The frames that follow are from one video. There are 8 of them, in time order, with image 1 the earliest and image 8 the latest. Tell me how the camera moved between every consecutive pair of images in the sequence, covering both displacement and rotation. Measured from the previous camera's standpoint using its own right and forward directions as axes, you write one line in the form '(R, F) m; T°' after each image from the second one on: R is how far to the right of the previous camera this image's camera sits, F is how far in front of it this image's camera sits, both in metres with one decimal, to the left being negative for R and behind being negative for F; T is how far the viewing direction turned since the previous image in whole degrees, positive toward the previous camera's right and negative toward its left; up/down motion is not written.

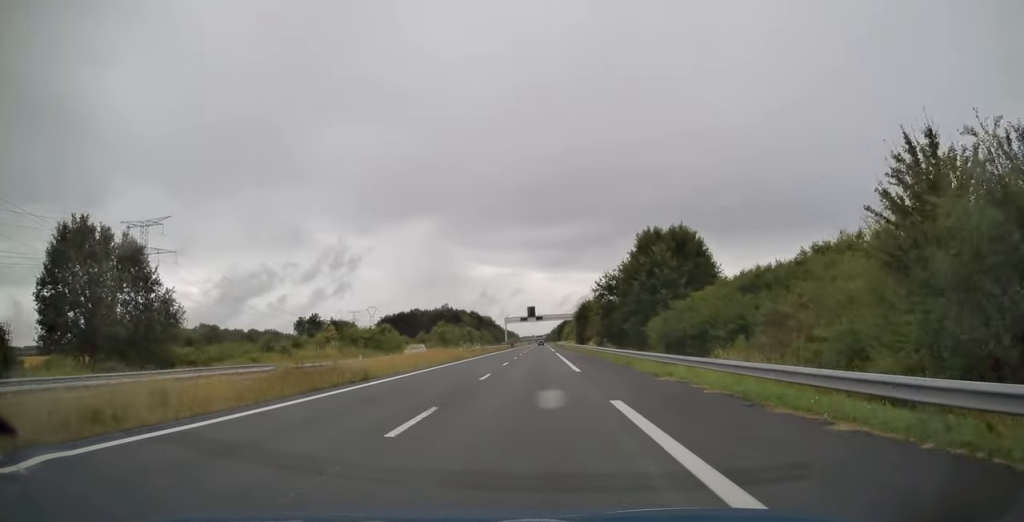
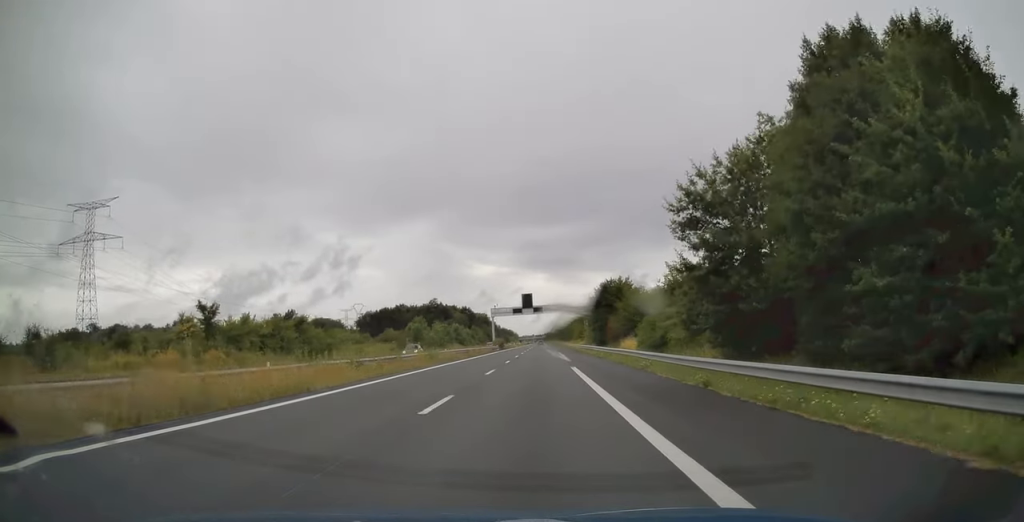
(-0.1, +36.1) m; 0°
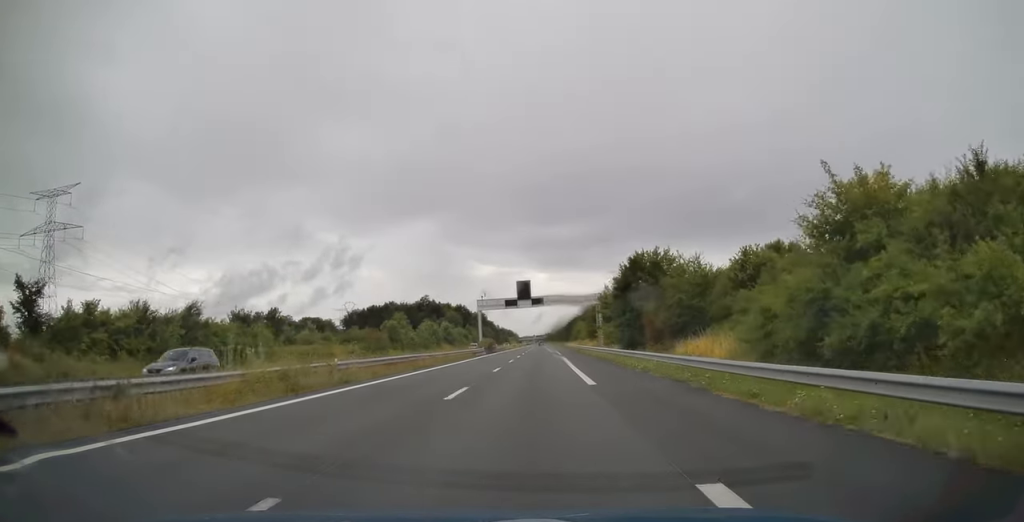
(0.0, +23.1) m; 0°
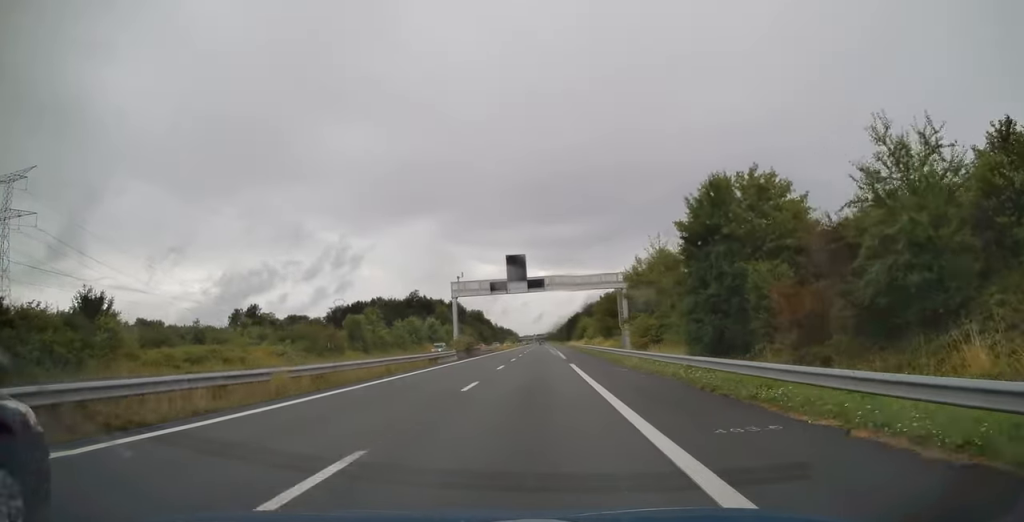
(+0.1, +23.7) m; 0°
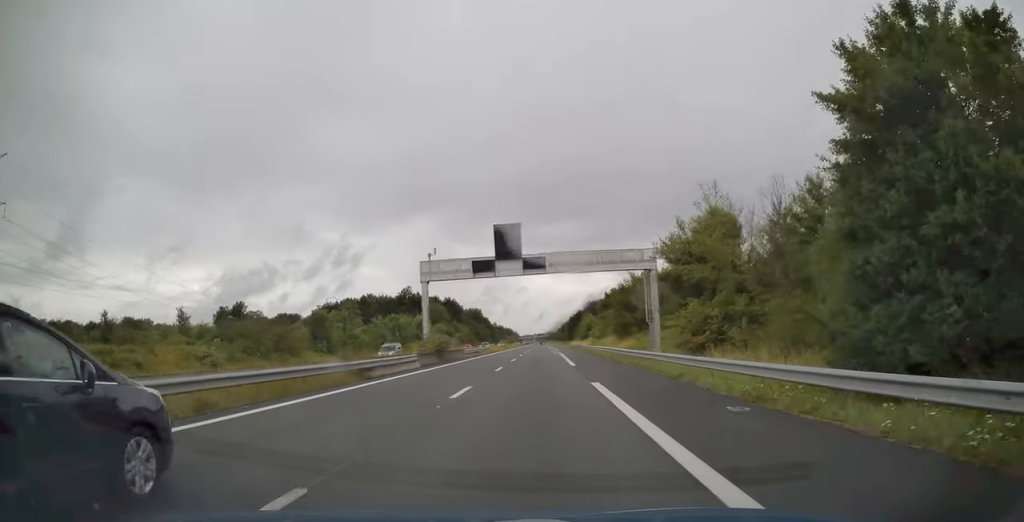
(0.0, +15.0) m; 0°
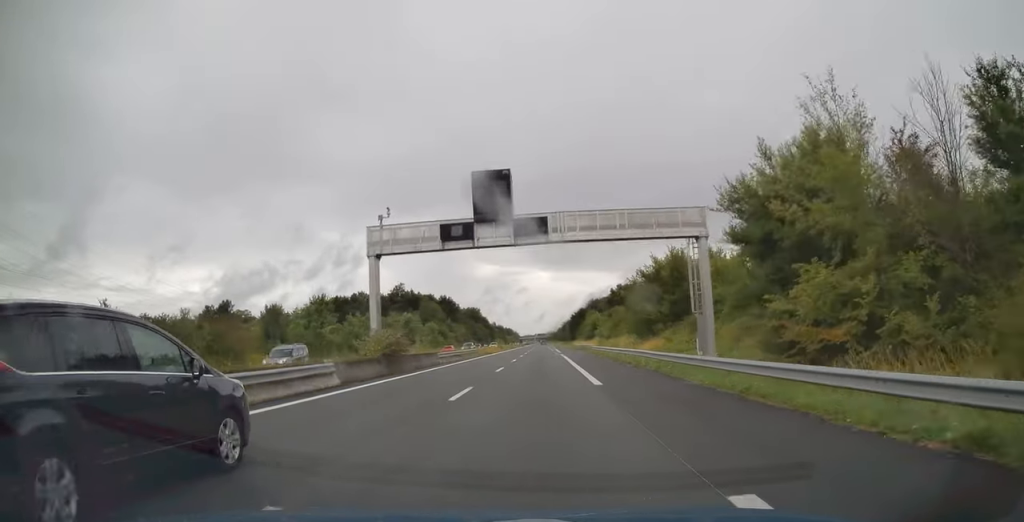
(0.0, +13.4) m; 0°
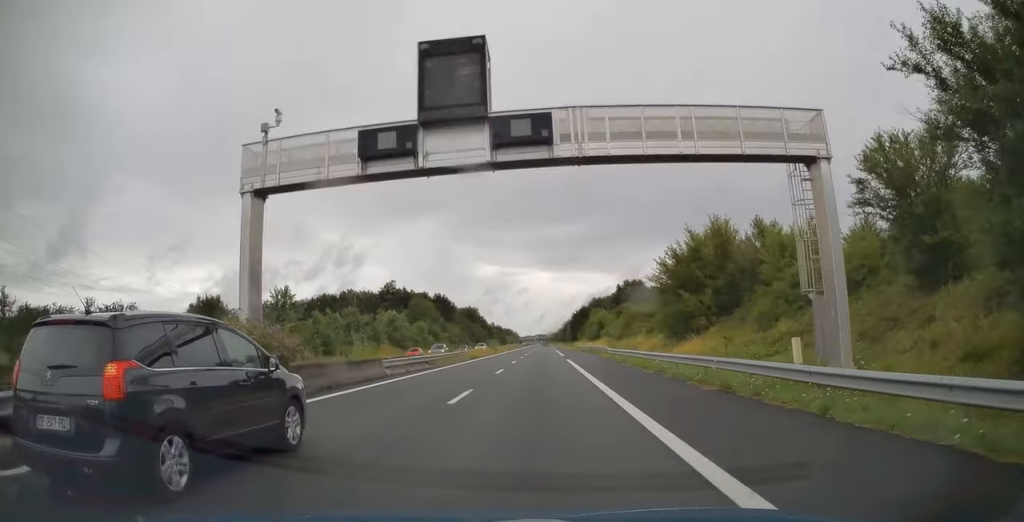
(0.0, +13.4) m; 0°
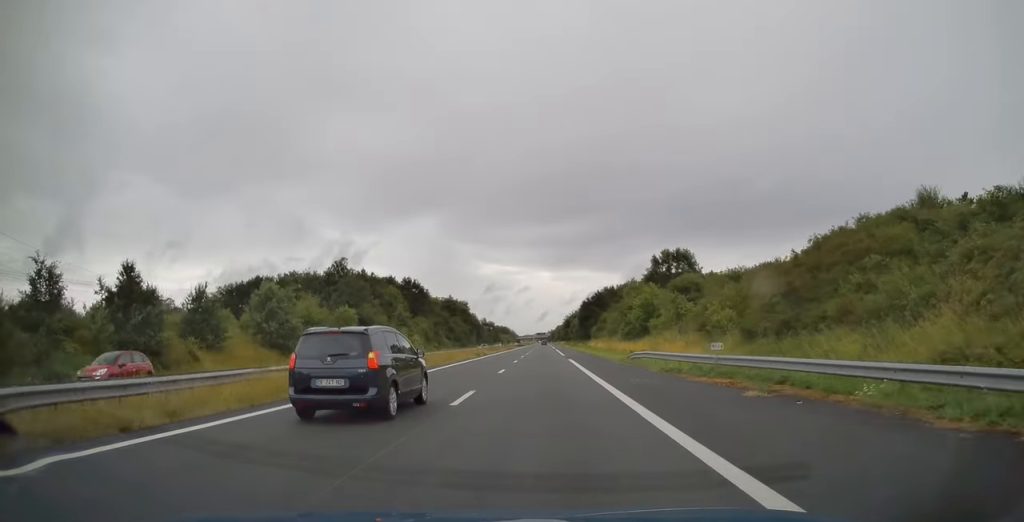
(-0.1, +52.0) m; 0°
